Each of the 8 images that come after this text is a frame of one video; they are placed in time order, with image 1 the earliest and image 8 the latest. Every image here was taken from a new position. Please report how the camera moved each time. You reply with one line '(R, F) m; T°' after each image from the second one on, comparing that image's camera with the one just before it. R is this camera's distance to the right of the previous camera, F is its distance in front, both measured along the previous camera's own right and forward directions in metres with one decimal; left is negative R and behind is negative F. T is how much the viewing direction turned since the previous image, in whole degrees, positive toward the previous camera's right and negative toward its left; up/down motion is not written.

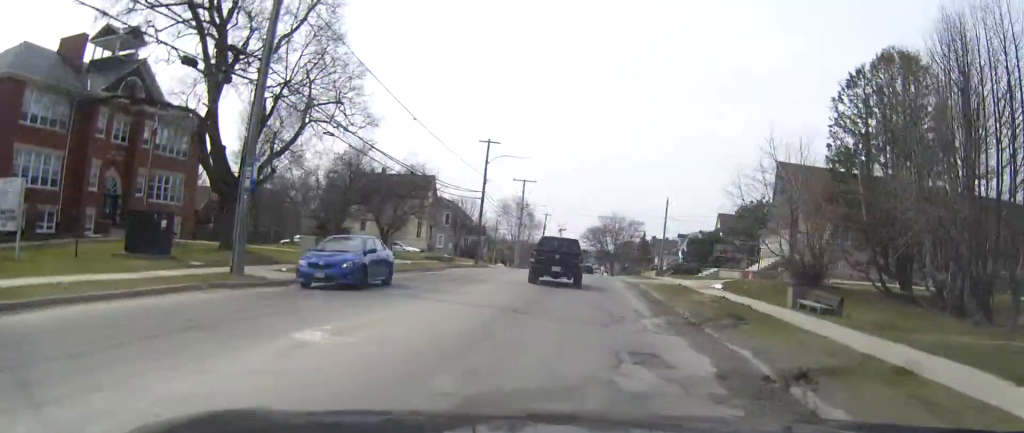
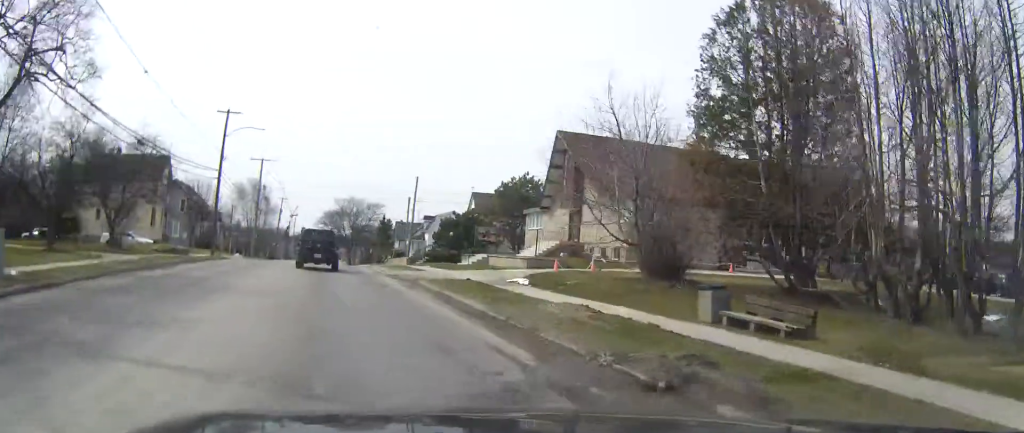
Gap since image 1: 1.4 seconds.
(+1.5, +7.7) m; +18°
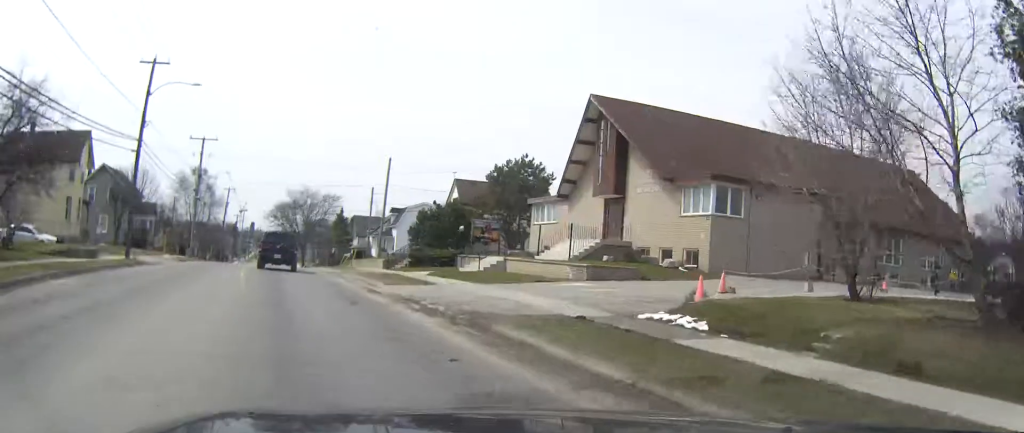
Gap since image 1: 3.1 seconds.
(+0.9, +11.9) m; +6°
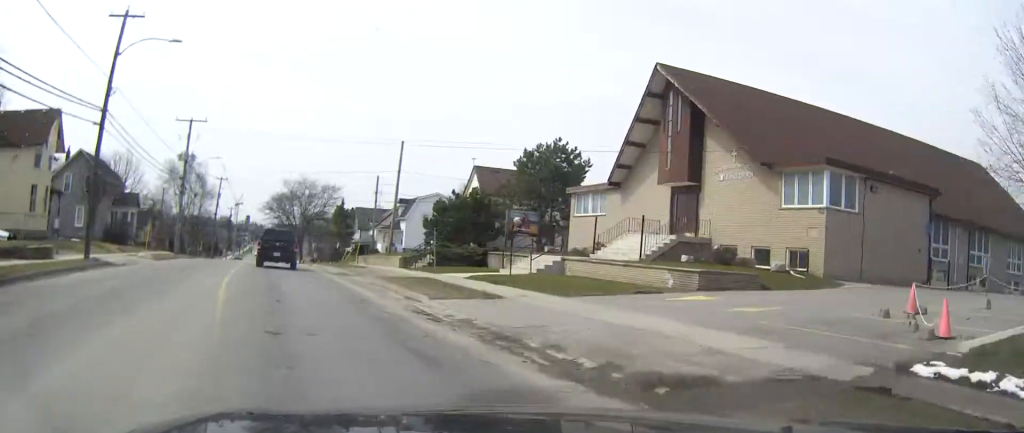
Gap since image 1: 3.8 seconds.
(0.0, +6.5) m; +1°
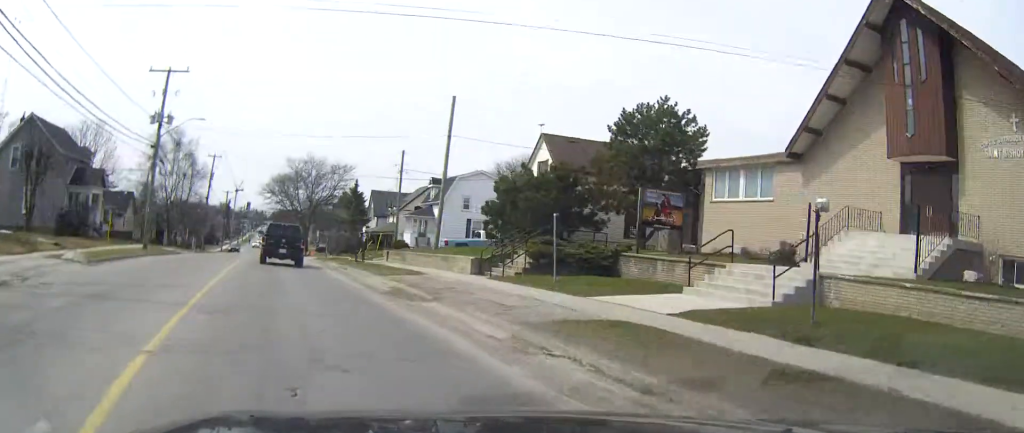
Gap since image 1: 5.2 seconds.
(0.0, +14.2) m; 0°
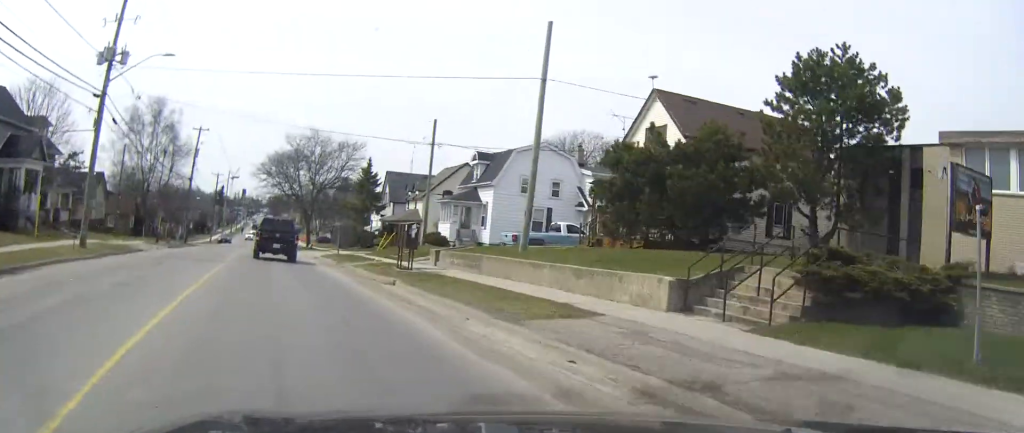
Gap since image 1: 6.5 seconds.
(+0.1, +15.7) m; 0°
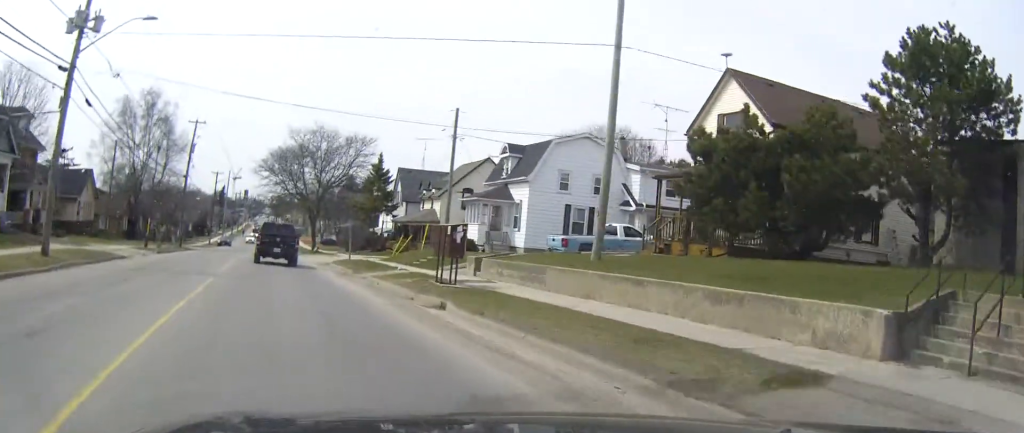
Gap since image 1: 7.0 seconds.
(0.0, +6.3) m; 0°
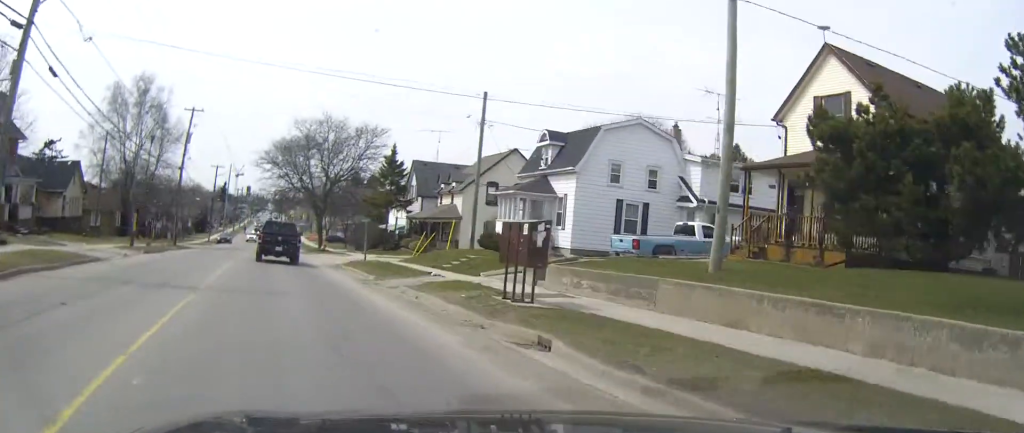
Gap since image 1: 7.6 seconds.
(0.0, +6.2) m; 0°
